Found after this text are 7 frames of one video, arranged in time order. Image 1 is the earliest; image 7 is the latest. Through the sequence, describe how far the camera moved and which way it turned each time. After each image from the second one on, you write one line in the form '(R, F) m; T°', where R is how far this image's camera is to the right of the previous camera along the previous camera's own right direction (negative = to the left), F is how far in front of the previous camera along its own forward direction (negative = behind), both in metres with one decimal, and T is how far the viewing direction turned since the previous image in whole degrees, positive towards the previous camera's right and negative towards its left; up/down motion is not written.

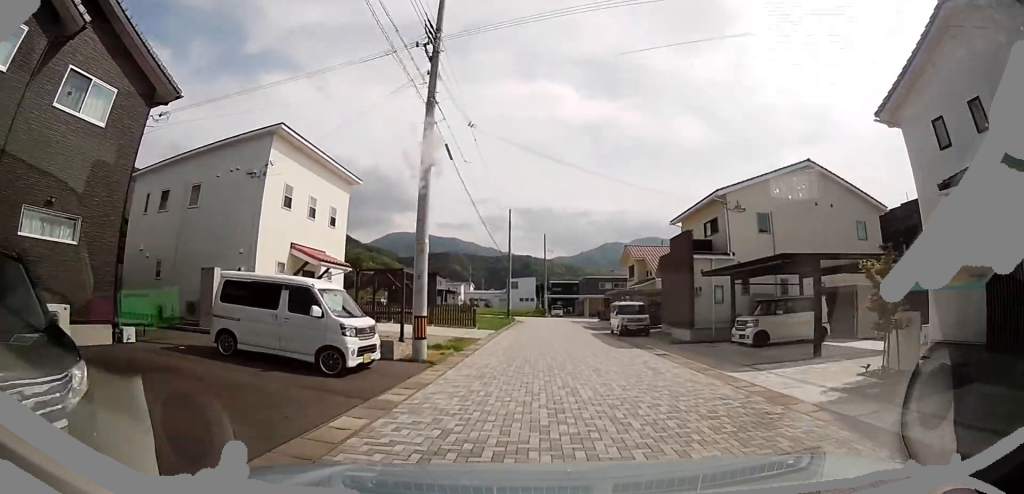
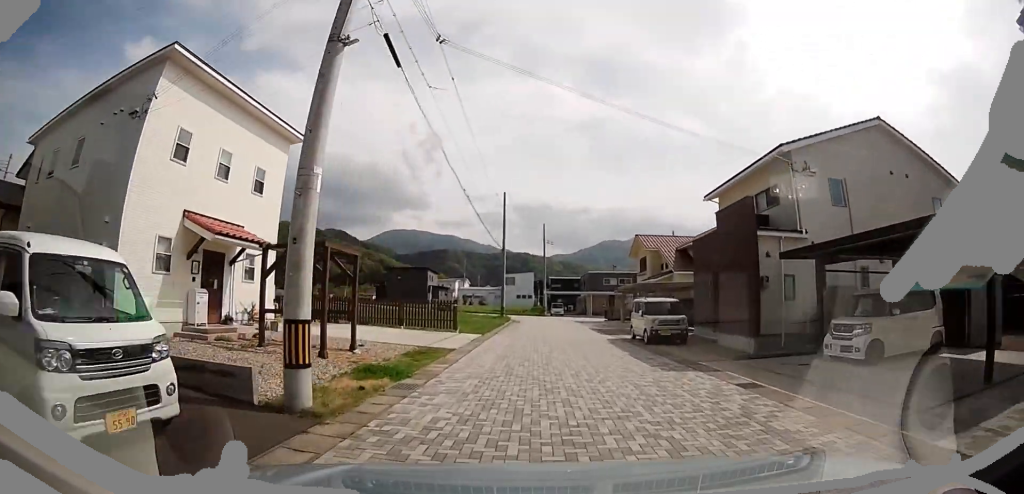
(0.0, +5.3) m; 0°
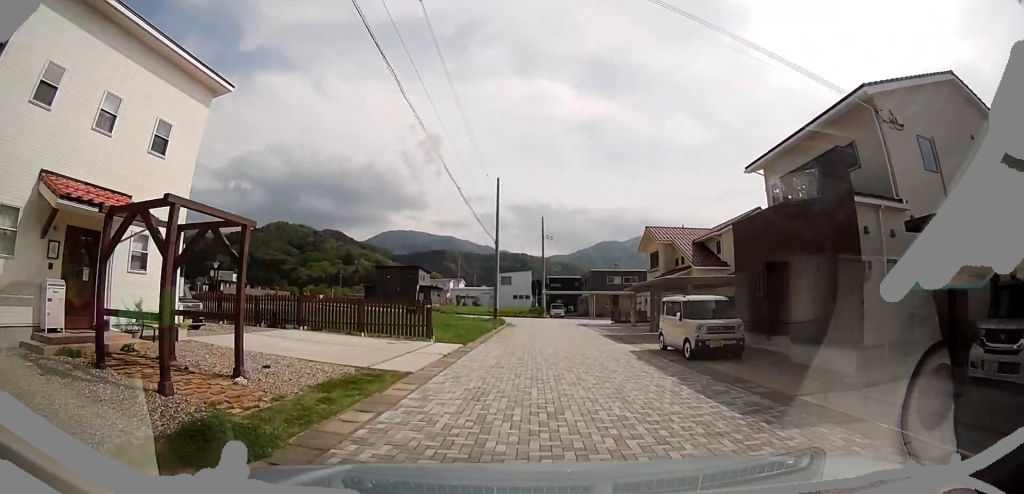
(0.0, +4.7) m; 0°
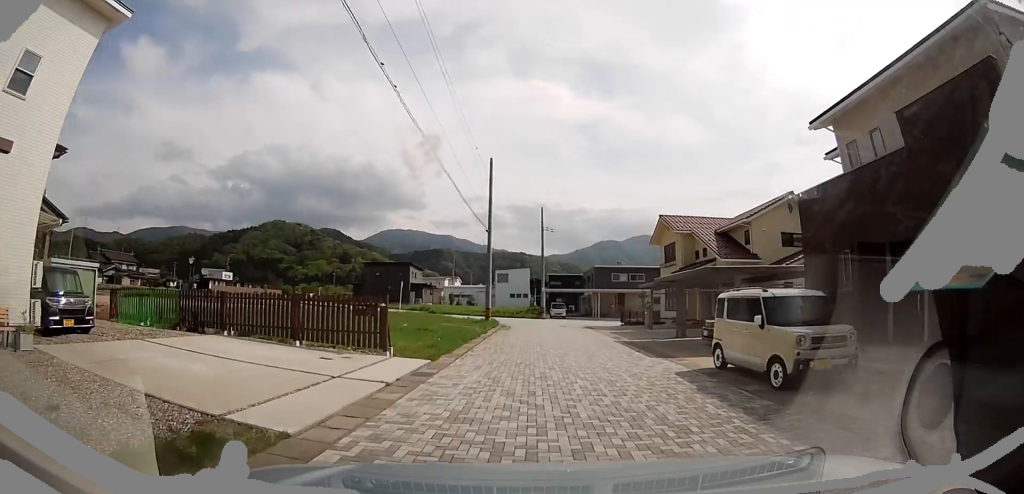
(0.0, +4.5) m; +2°
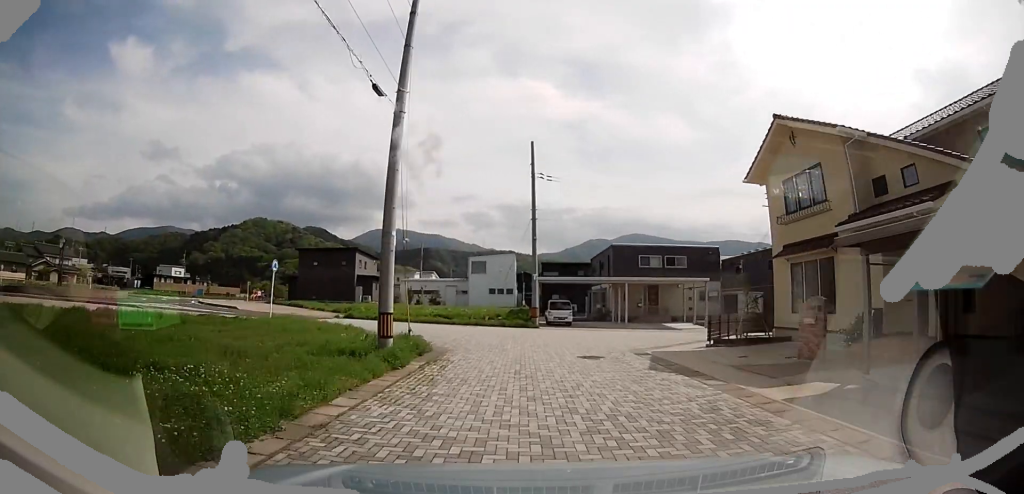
(-0.8, +18.5) m; -5°
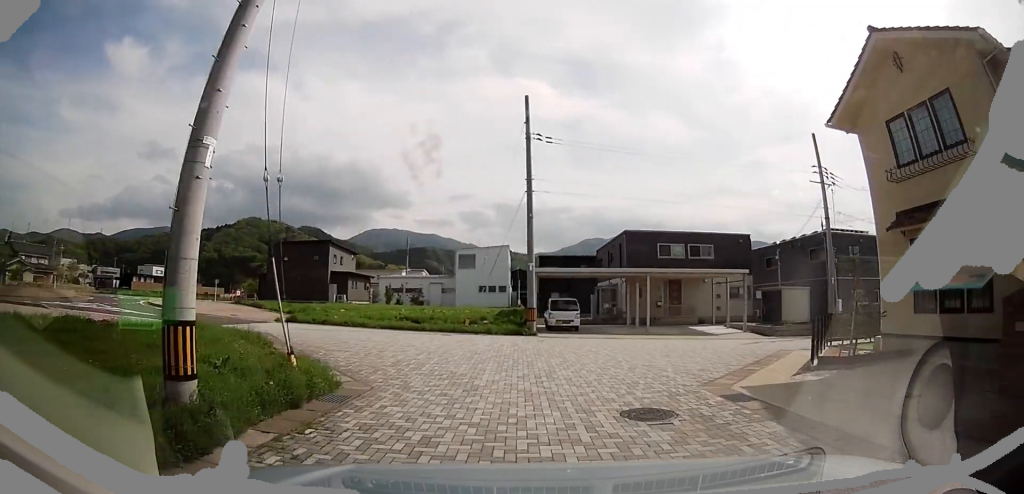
(+0.9, +6.2) m; +10°
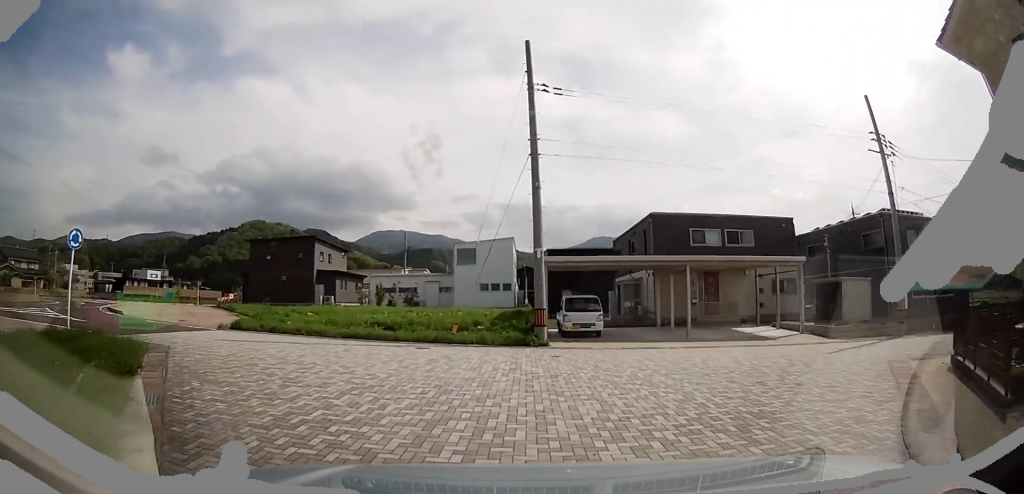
(+0.1, +5.4) m; -5°
